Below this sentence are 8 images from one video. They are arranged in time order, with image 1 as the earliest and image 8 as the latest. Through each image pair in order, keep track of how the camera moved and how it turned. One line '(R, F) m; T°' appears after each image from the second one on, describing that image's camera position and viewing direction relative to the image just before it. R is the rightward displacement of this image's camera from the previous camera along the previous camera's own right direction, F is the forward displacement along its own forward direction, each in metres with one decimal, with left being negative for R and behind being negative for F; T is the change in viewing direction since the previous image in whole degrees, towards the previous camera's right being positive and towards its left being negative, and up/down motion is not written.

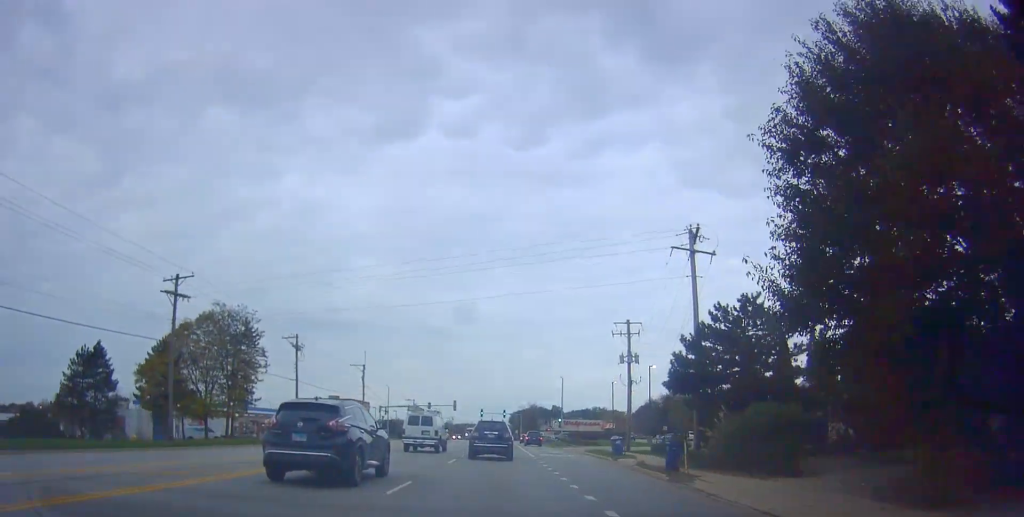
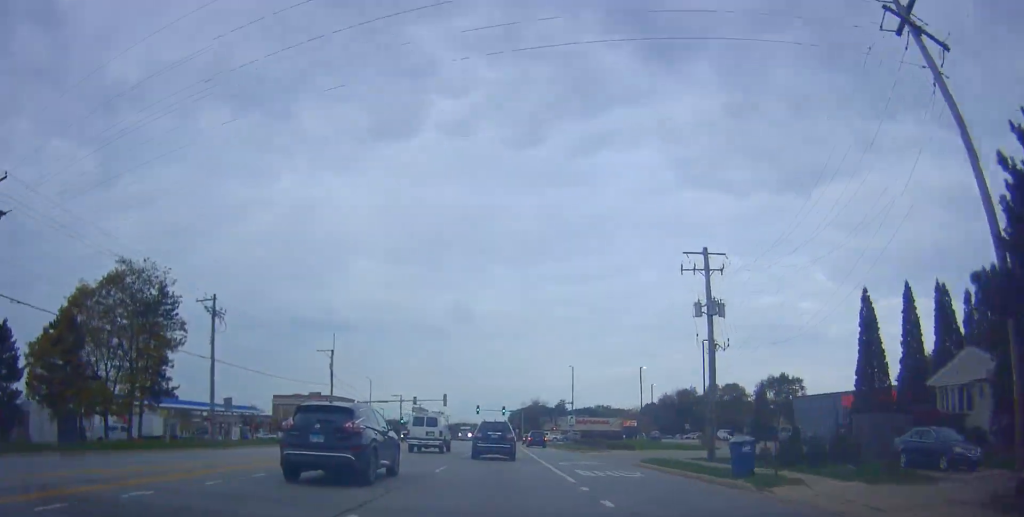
(-0.5, +17.2) m; -2°
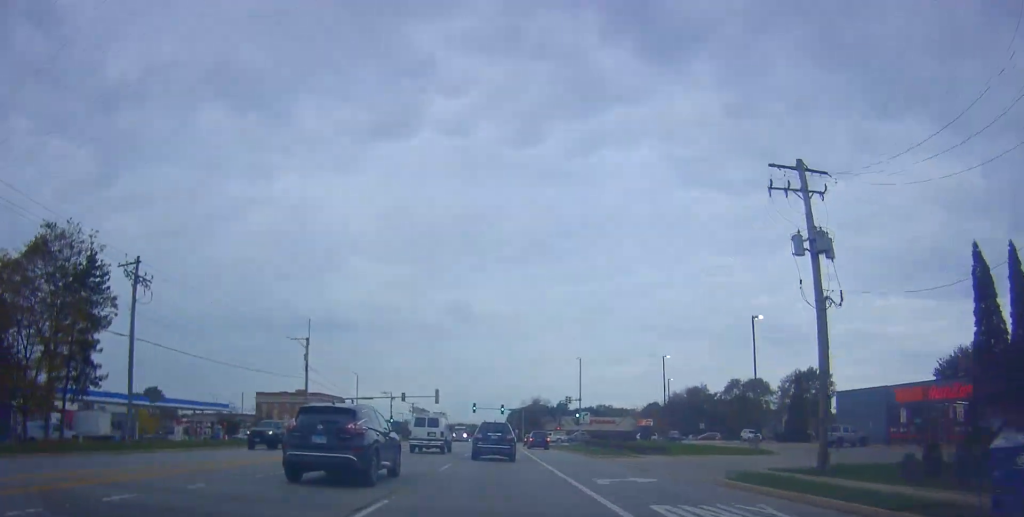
(+0.1, +10.0) m; -1°
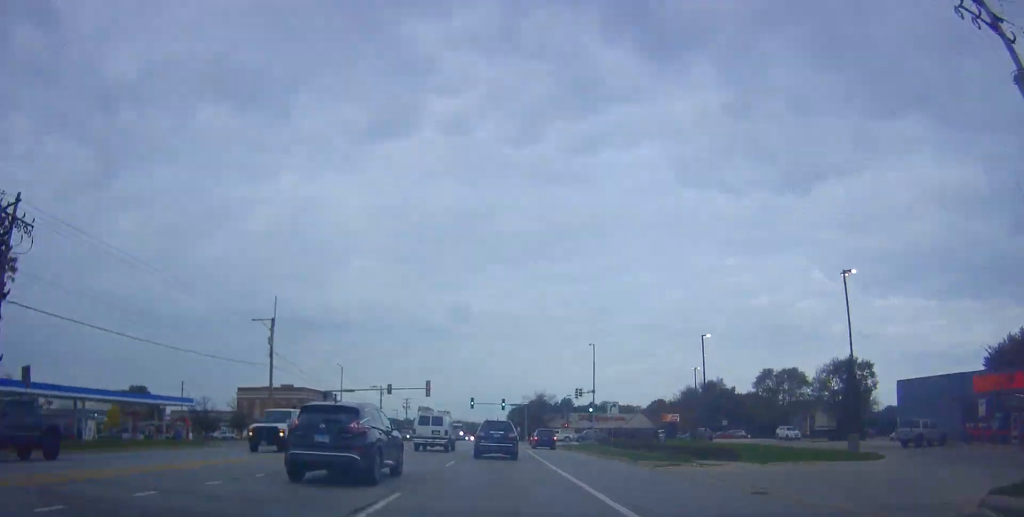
(-0.3, +11.5) m; +1°
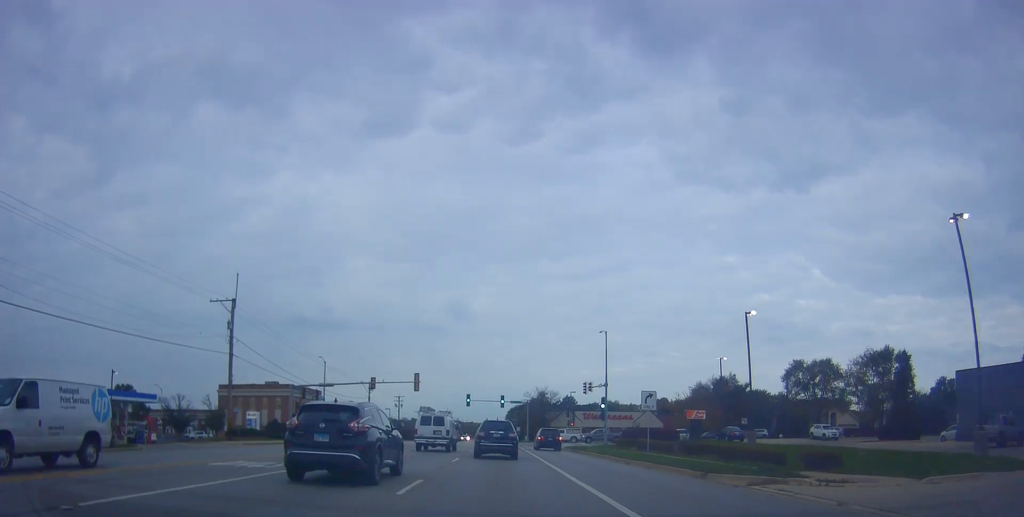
(-0.2, +9.2) m; +1°
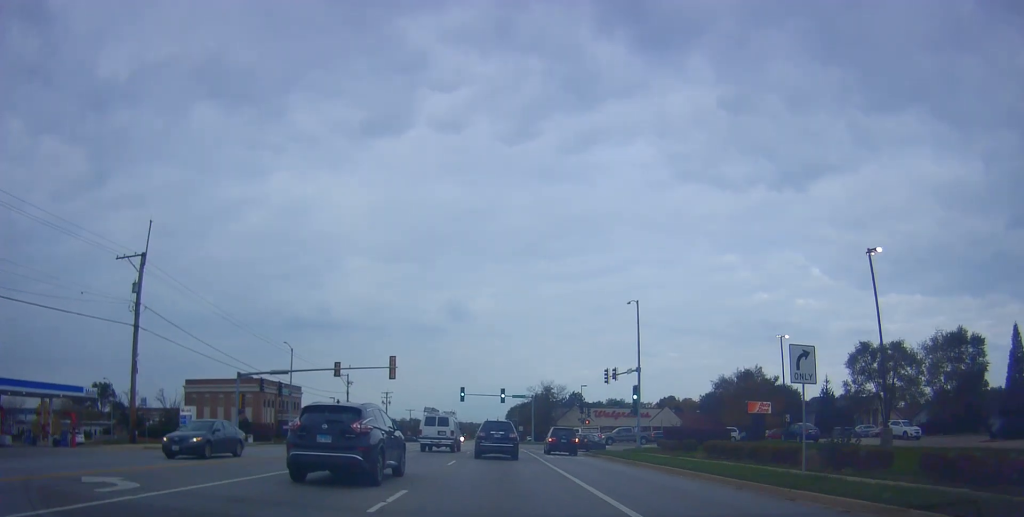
(+0.9, +15.0) m; +2°
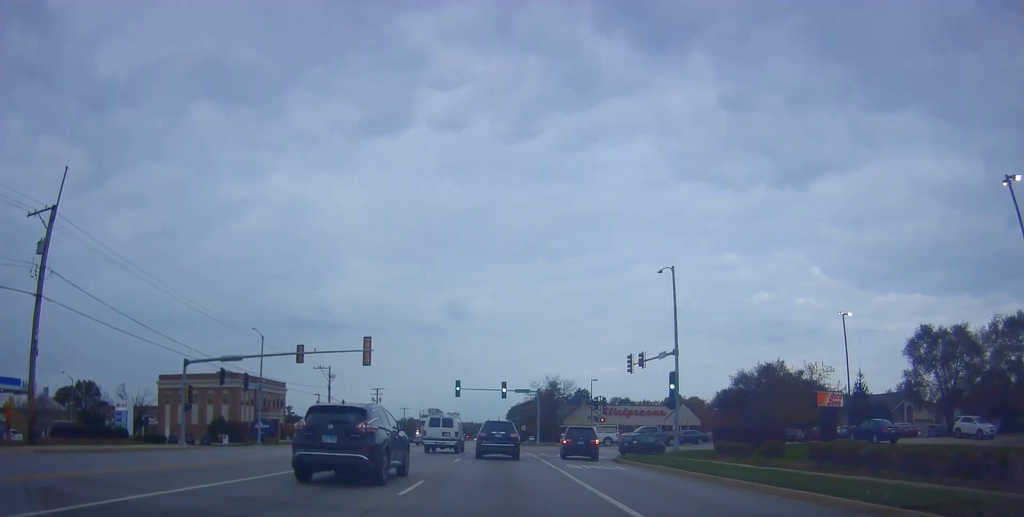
(-0.3, +10.4) m; -1°
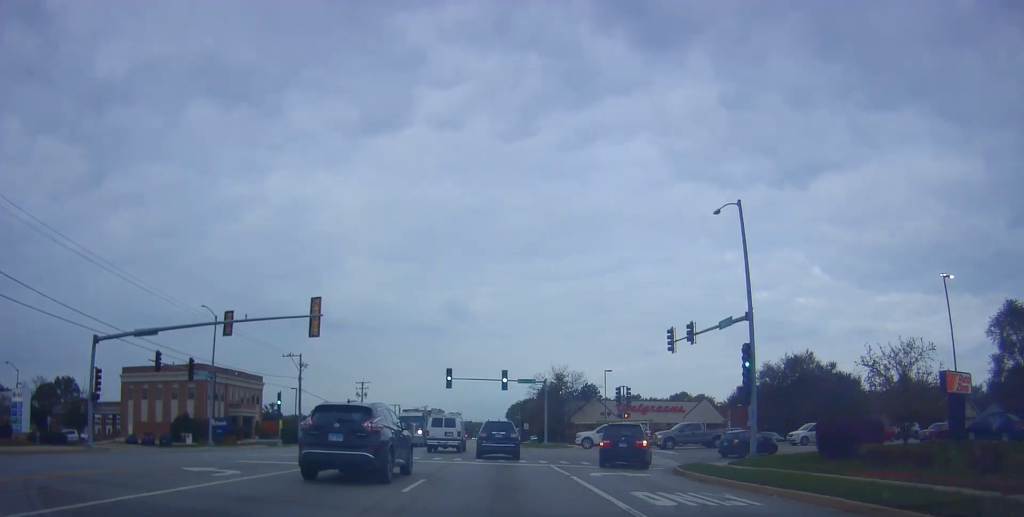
(-0.2, +12.1) m; -1°
